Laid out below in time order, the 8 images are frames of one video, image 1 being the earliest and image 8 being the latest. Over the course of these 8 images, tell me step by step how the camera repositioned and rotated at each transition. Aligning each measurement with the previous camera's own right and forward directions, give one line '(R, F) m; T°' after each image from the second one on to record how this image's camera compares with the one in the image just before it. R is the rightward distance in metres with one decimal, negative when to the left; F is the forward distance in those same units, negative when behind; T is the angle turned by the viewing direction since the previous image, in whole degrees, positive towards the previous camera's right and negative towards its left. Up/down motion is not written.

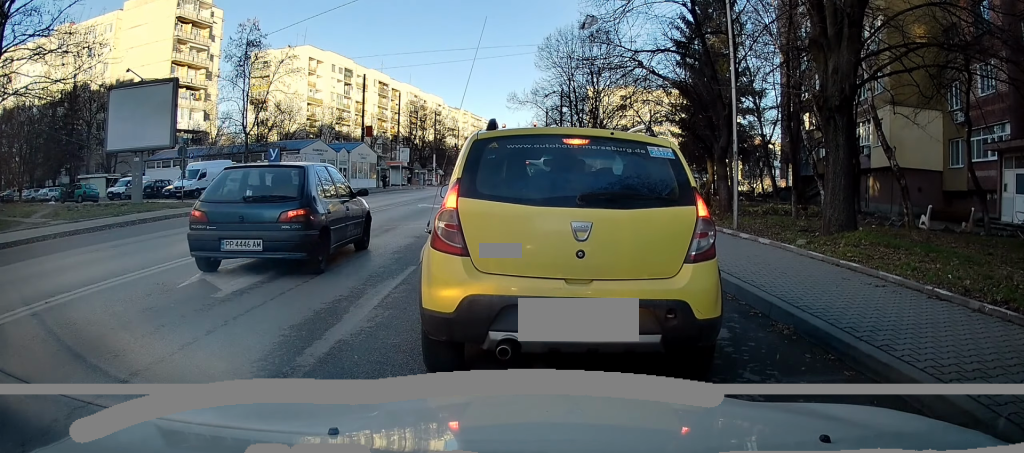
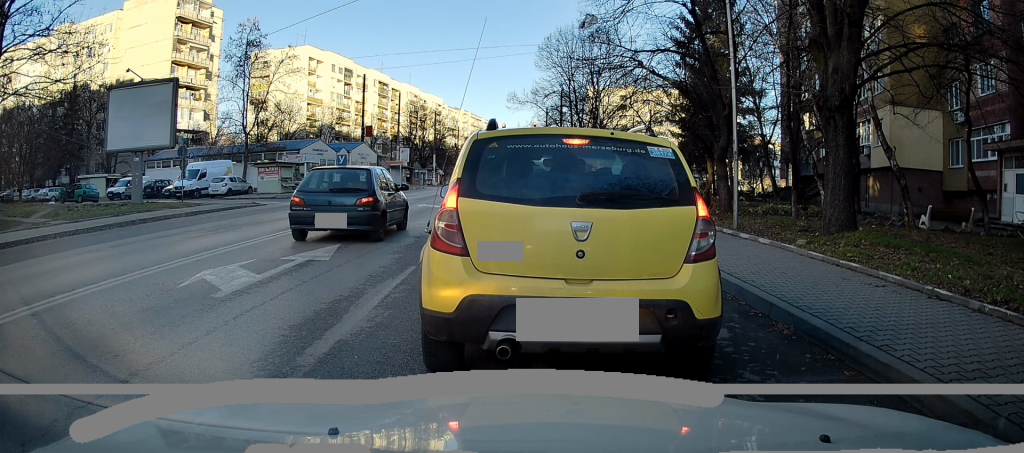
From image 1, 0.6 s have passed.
(0.0, 0.0) m; 0°
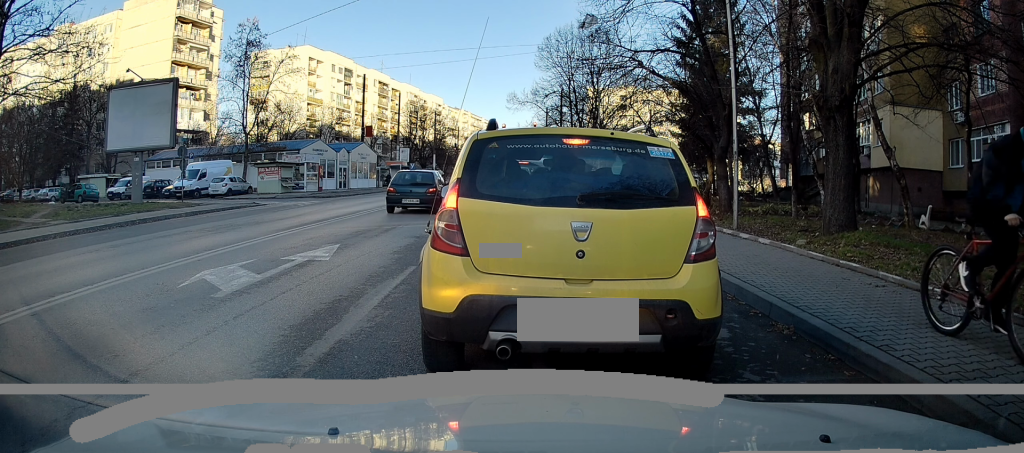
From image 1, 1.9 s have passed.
(0.0, 0.0) m; 0°
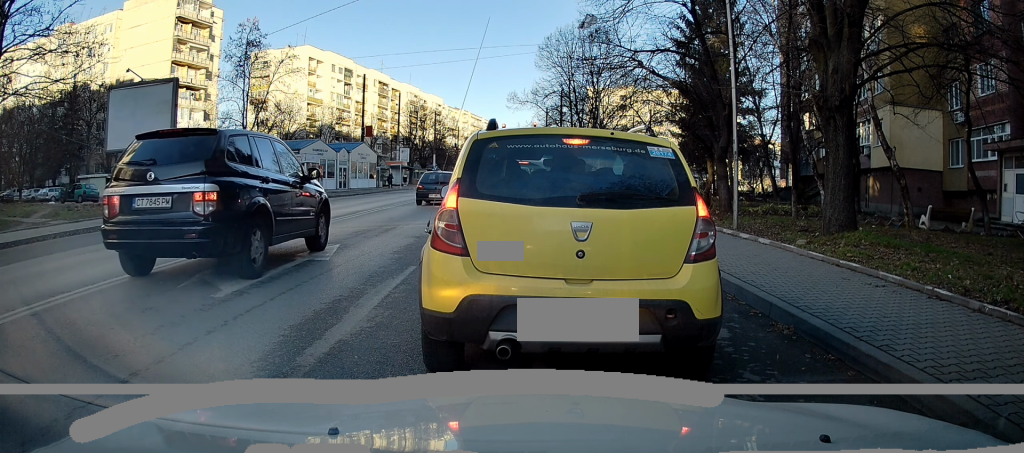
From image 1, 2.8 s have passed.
(0.0, 0.0) m; 0°
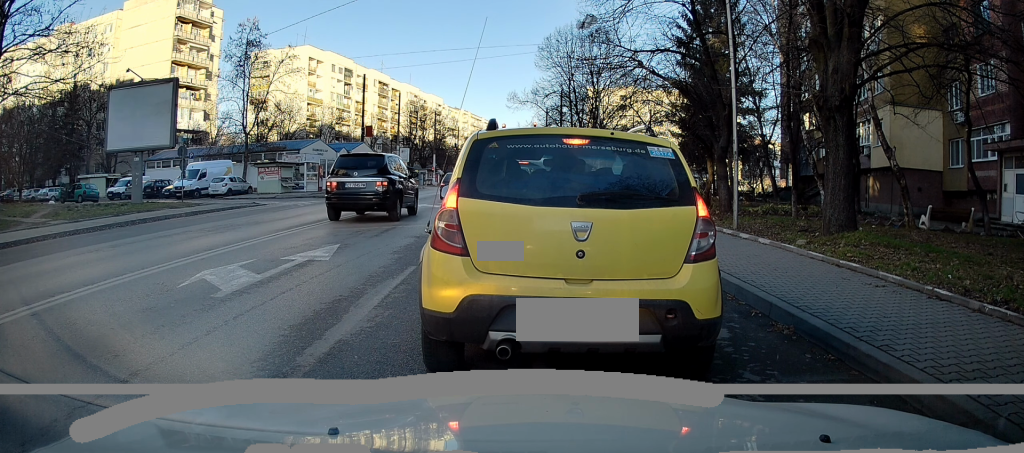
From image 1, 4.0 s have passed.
(0.0, 0.0) m; 0°
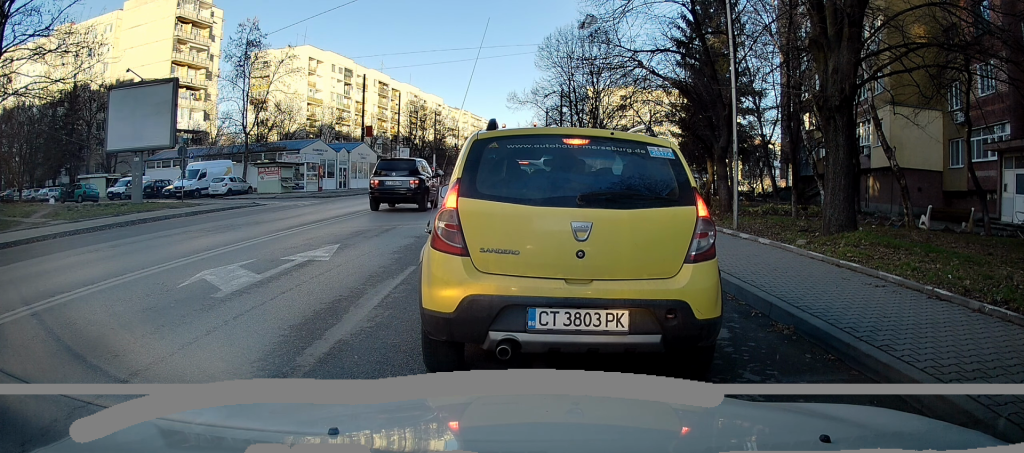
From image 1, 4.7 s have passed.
(0.0, 0.0) m; 0°
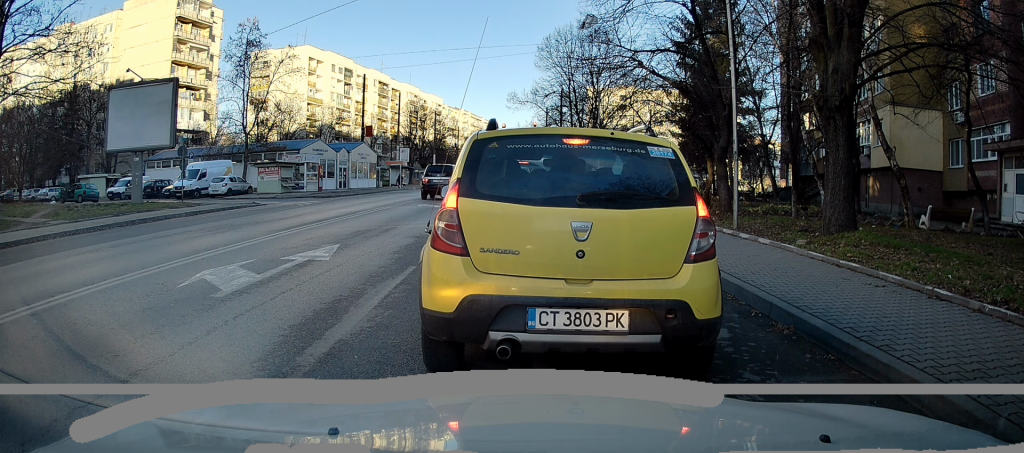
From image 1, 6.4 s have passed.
(0.0, 0.0) m; 0°
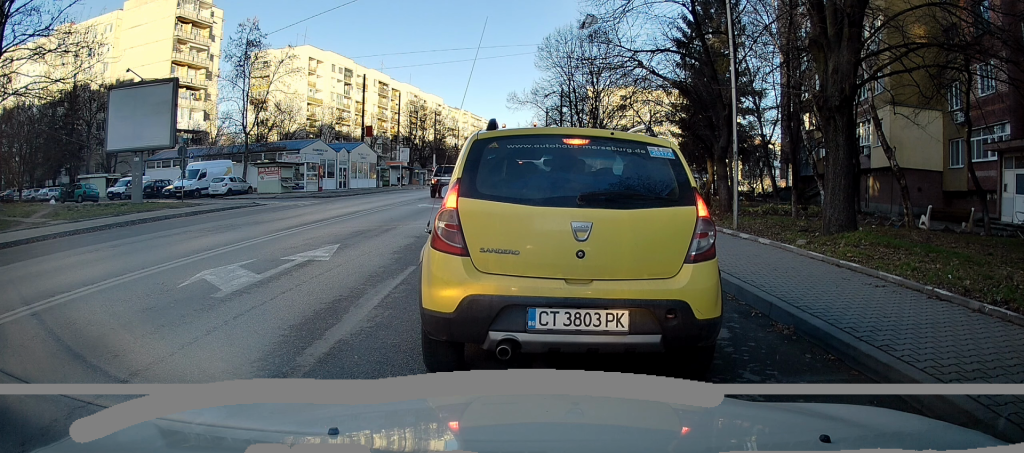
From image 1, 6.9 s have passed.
(0.0, 0.0) m; 0°
